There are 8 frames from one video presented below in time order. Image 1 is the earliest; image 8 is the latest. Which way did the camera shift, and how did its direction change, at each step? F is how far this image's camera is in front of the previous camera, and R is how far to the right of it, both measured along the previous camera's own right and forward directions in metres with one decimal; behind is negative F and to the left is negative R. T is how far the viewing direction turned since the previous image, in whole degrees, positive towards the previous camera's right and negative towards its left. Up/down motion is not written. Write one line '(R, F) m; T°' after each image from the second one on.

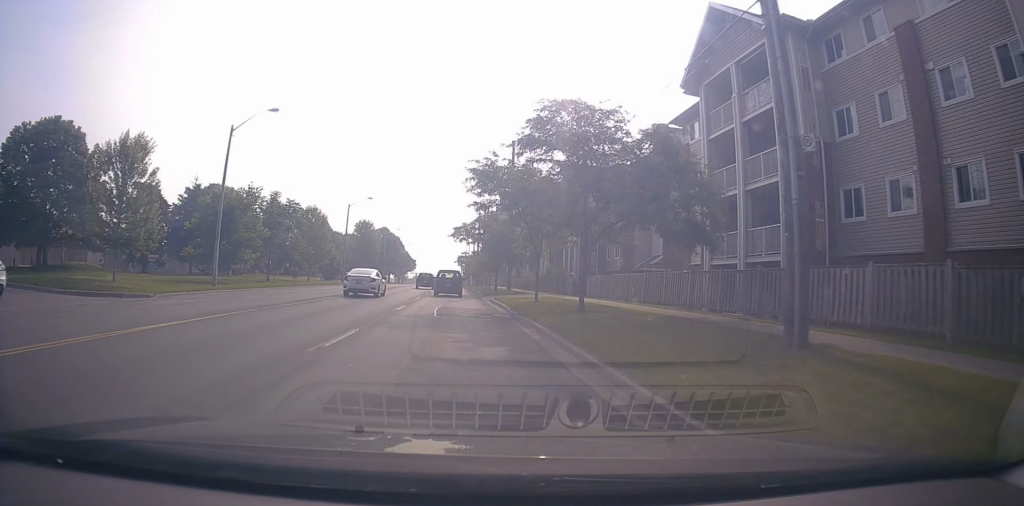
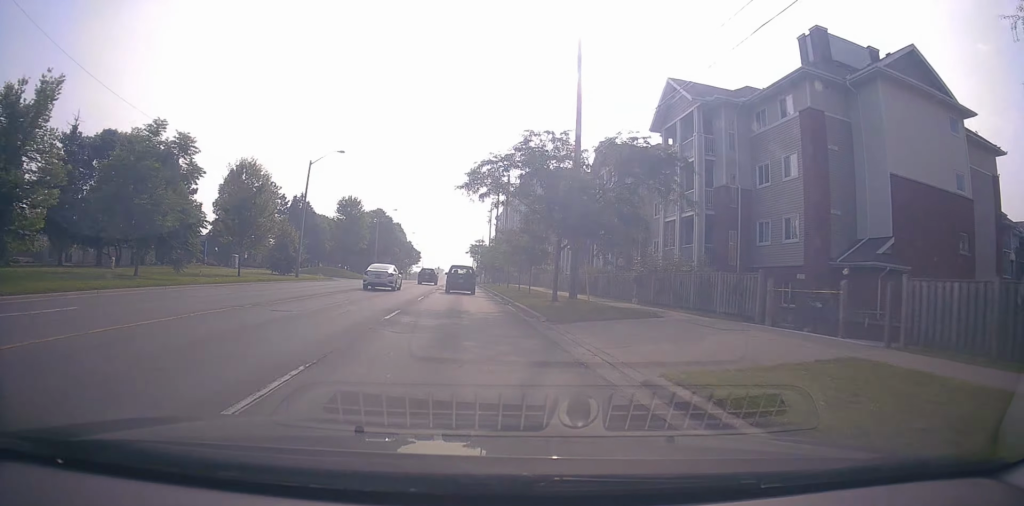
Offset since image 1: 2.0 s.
(-0.2, +26.3) m; +1°
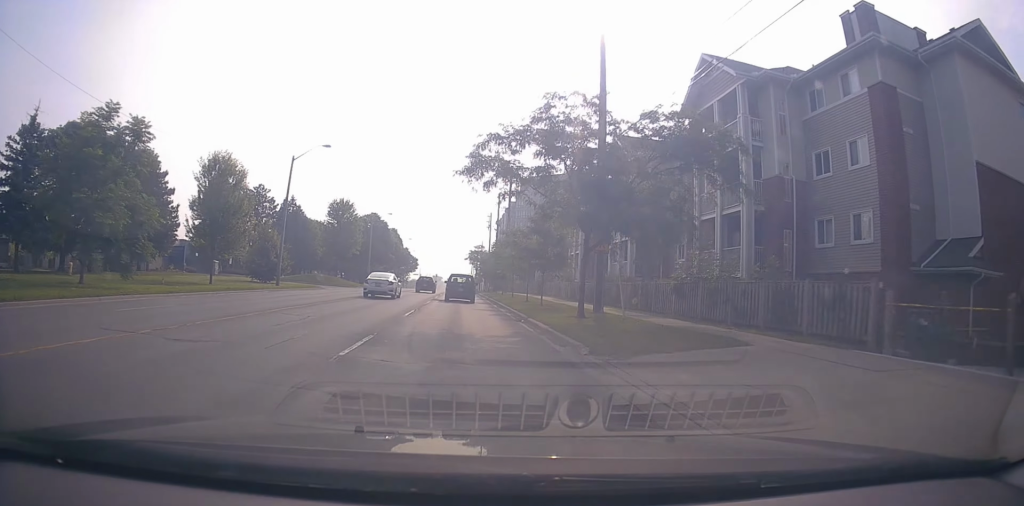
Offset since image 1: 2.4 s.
(0.0, +5.2) m; 0°
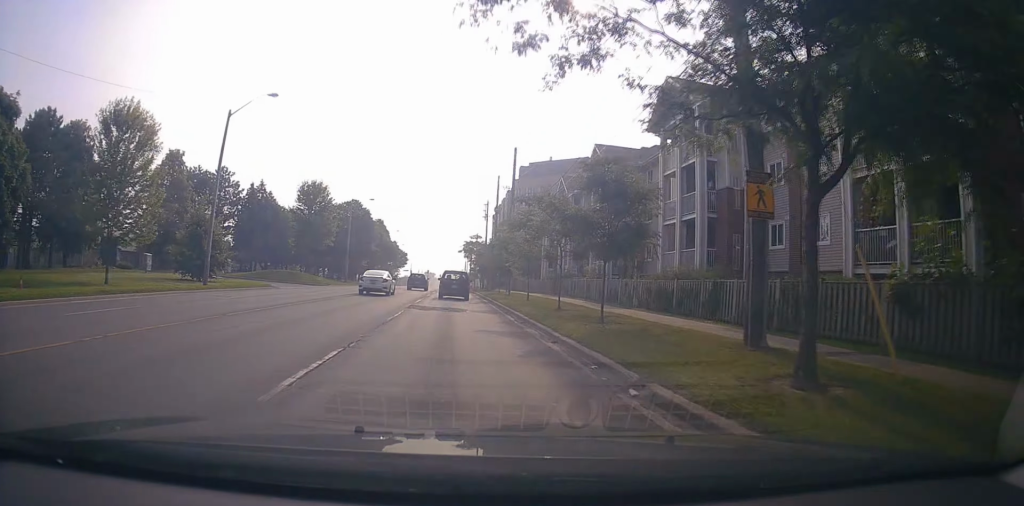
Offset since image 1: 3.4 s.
(0.0, +12.8) m; -1°
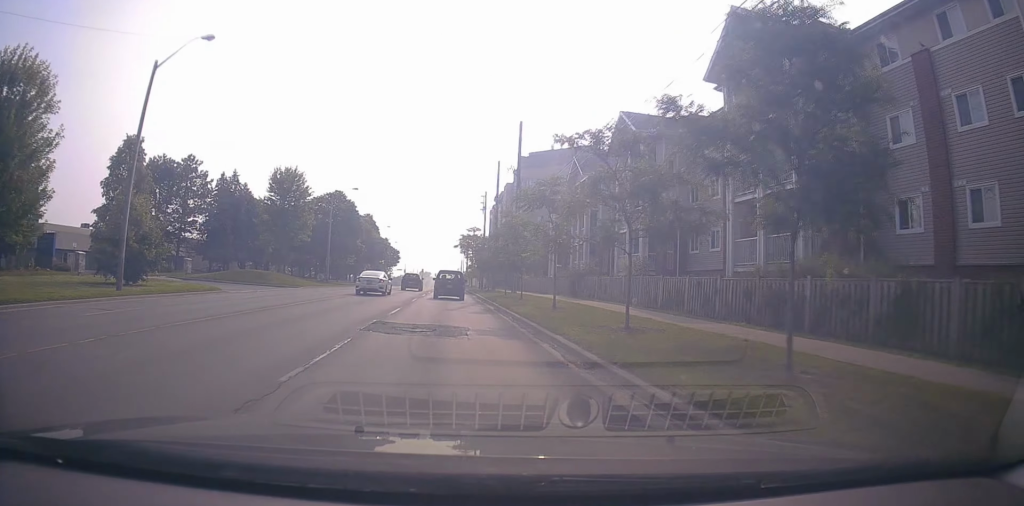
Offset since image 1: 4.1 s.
(-0.1, +9.4) m; -1°
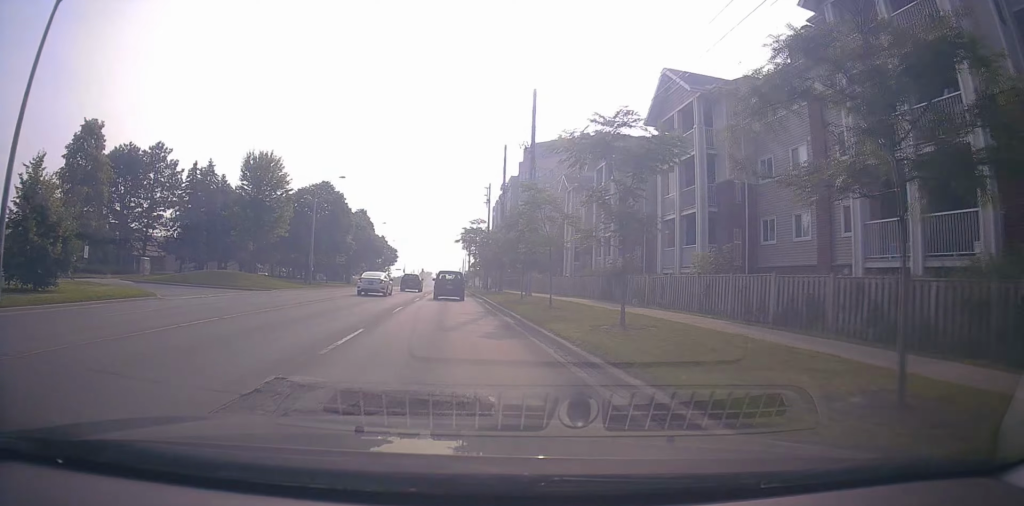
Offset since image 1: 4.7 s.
(-0.1, +8.5) m; -1°
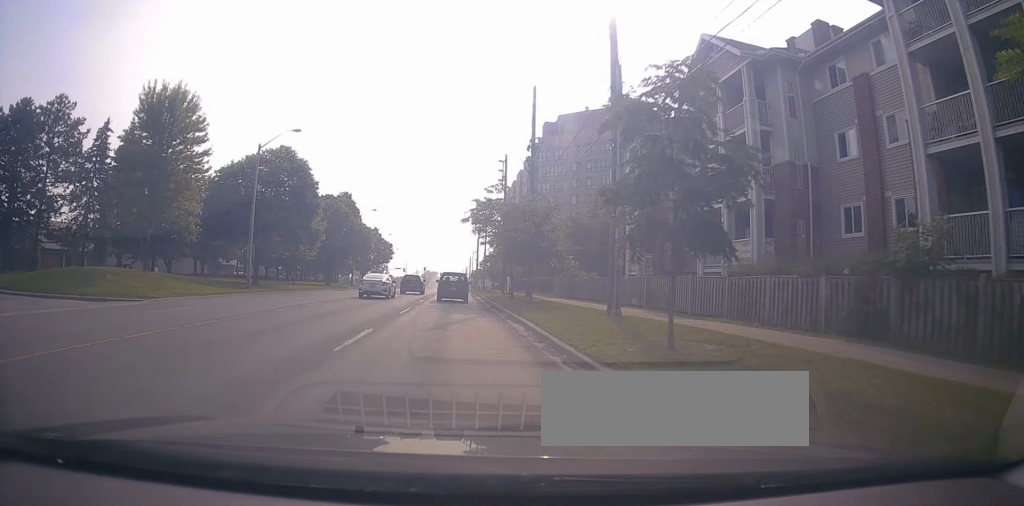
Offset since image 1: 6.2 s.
(+0.4, +19.4) m; +3°
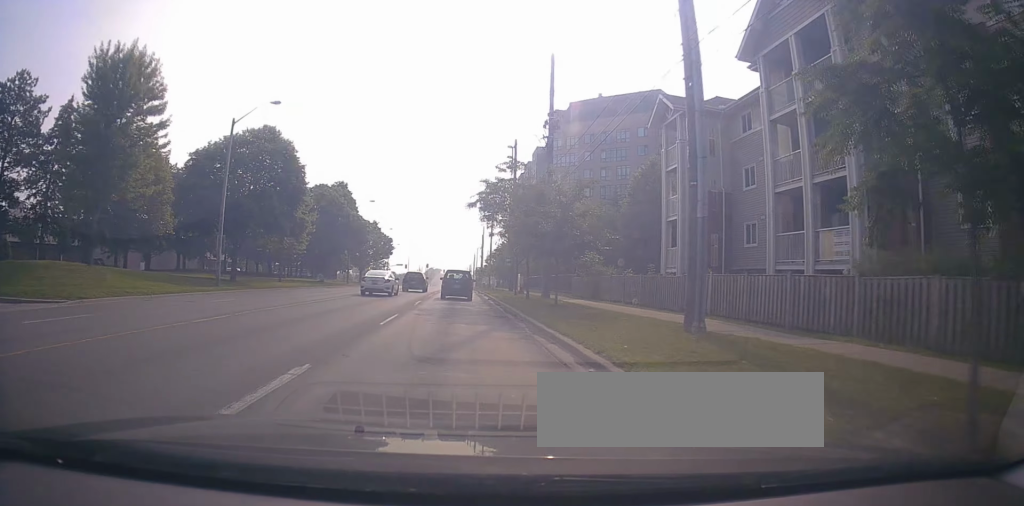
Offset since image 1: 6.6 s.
(+0.1, +6.0) m; +1°
